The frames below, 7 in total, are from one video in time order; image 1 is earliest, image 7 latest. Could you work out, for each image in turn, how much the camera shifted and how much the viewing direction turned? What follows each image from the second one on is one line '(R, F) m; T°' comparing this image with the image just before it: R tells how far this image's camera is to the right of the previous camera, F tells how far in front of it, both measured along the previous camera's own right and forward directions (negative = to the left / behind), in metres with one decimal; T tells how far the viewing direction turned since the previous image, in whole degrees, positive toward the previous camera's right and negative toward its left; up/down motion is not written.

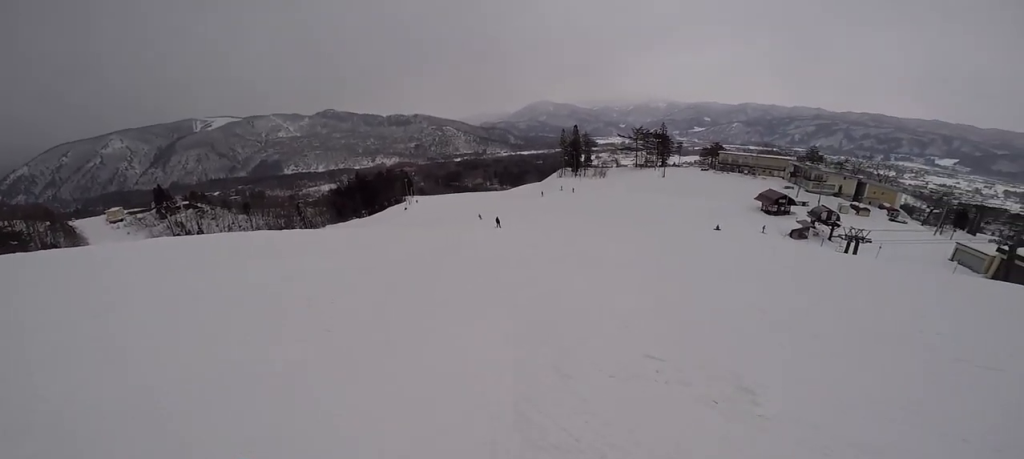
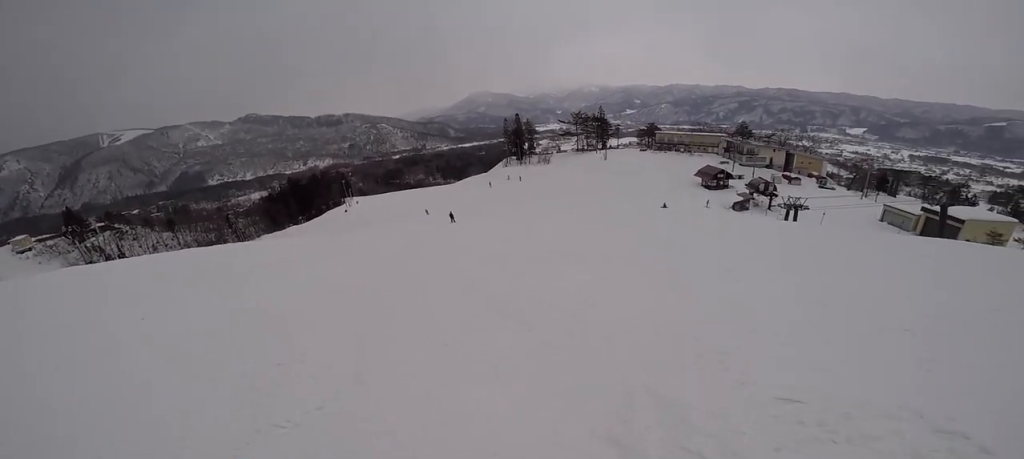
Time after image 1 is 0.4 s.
(+0.1, +1.9) m; +12°
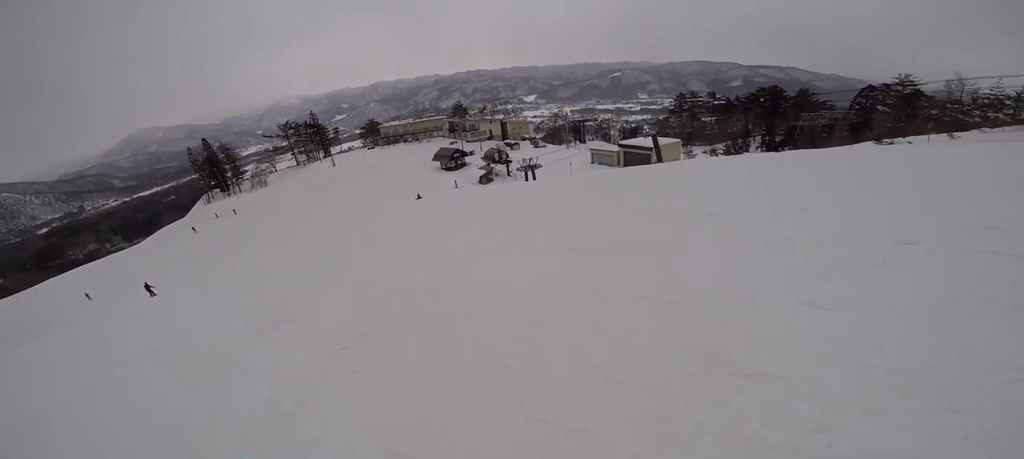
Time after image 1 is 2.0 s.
(+2.7, +6.6) m; +38°
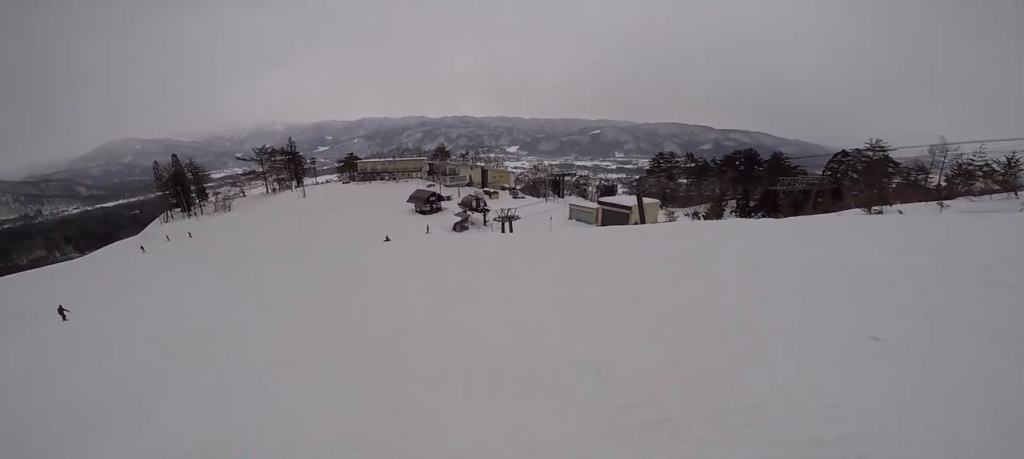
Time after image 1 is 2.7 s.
(+0.1, +3.5) m; +11°
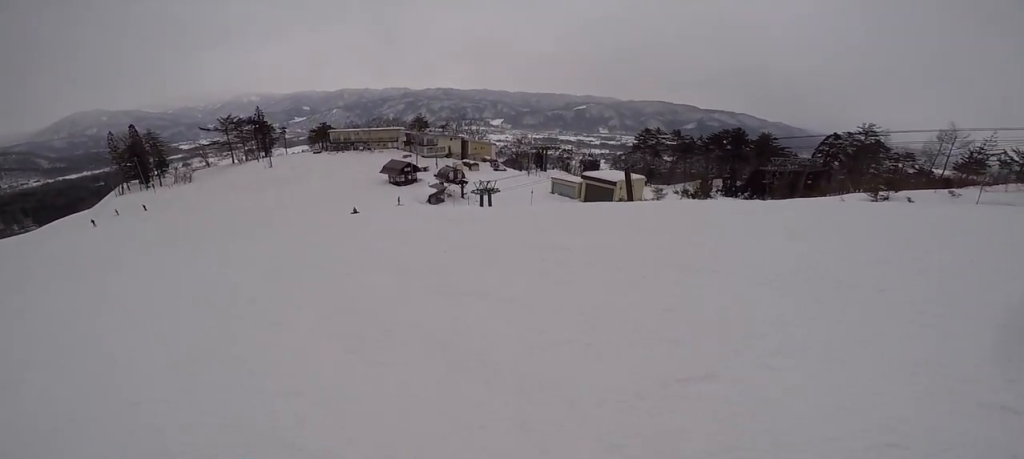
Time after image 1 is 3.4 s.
(+0.5, +3.4) m; +9°
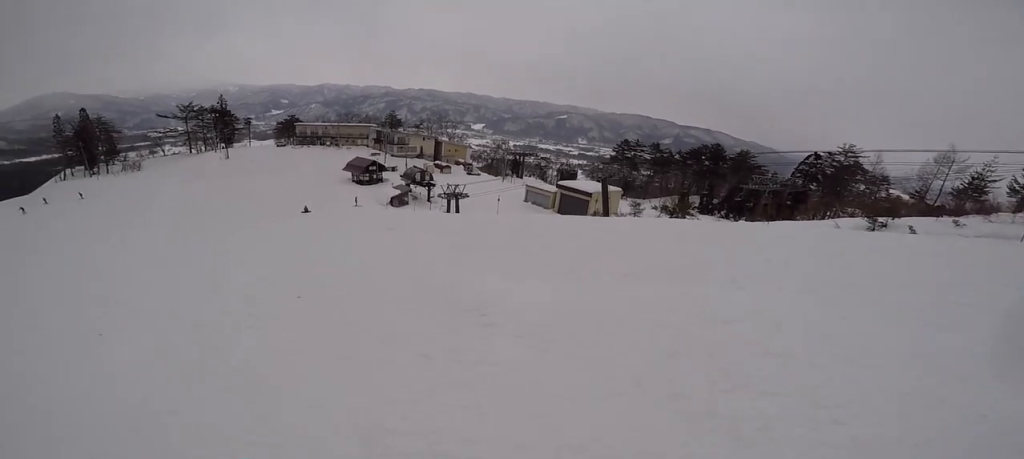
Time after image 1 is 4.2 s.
(+0.5, +4.4) m; -1°
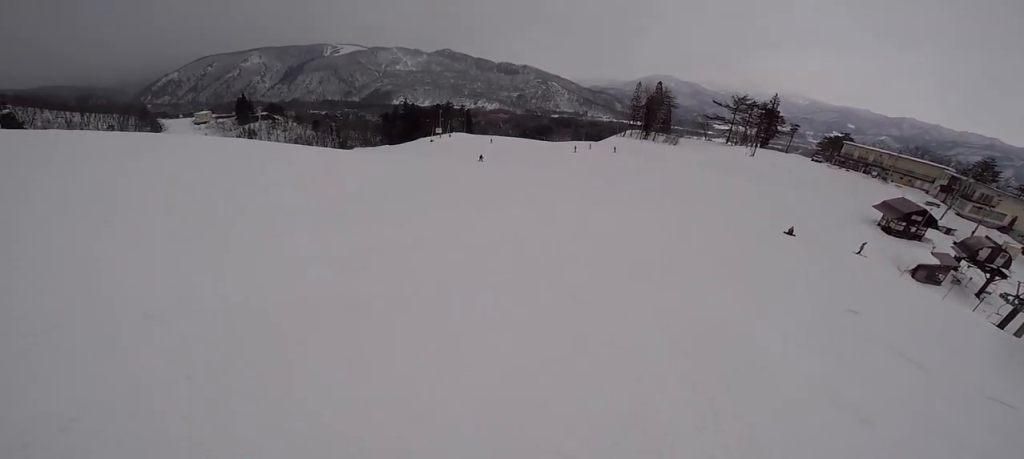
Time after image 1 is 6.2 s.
(-4.4, +7.0) m; -68°
